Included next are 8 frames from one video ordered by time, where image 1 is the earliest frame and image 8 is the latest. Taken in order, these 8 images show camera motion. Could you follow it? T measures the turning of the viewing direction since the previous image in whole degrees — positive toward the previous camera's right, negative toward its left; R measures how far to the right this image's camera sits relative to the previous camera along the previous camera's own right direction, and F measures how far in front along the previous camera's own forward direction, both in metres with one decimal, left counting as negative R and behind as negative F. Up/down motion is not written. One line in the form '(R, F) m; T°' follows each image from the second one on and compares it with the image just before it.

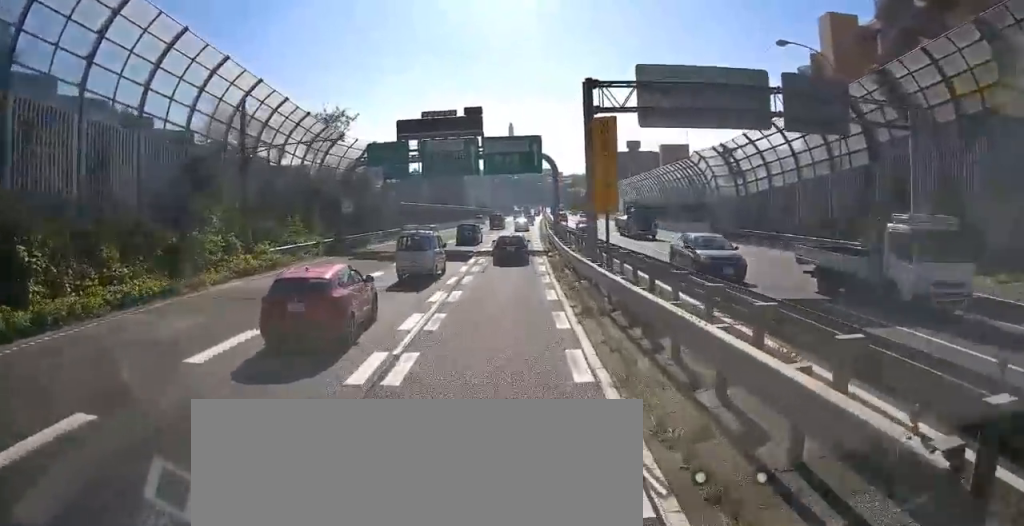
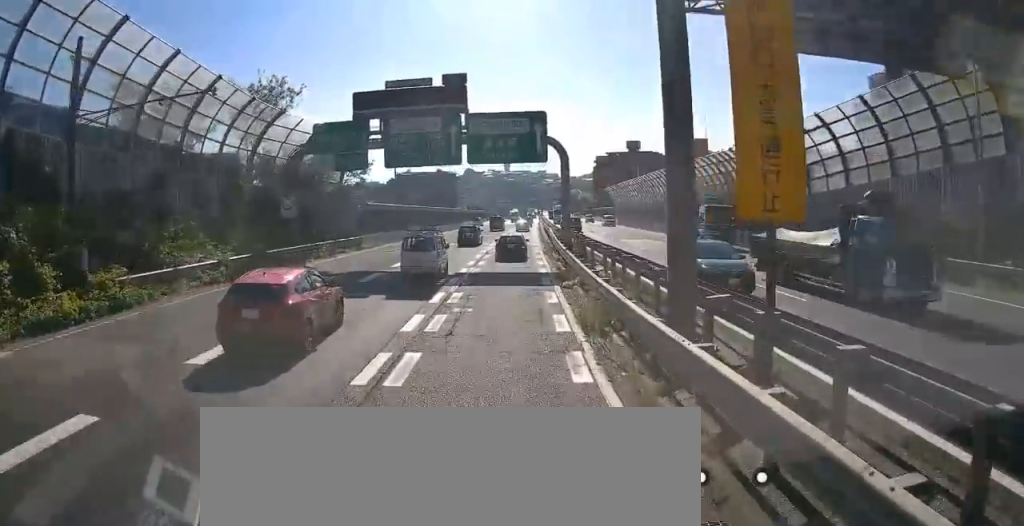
(0.0, +11.9) m; 0°
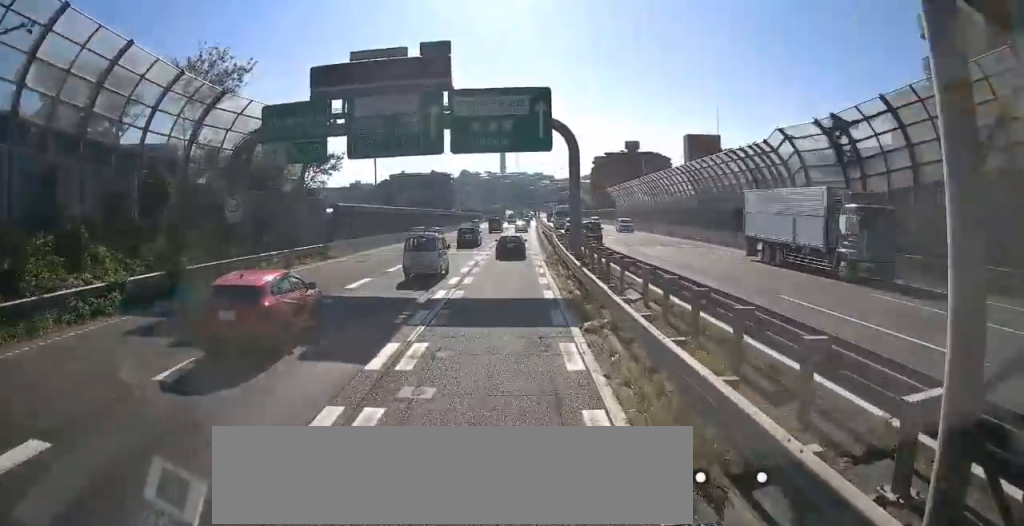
(0.0, +7.0) m; 0°
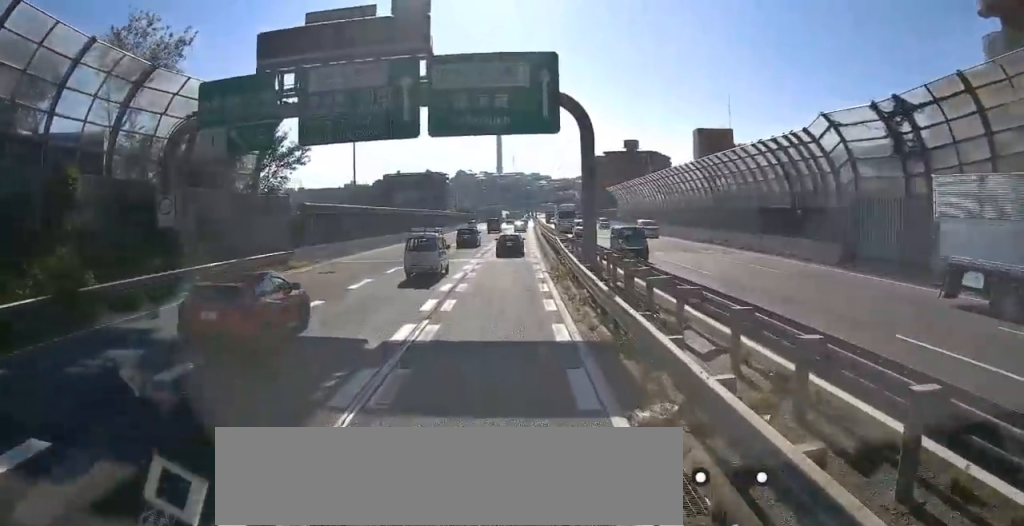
(0.0, +6.0) m; 0°
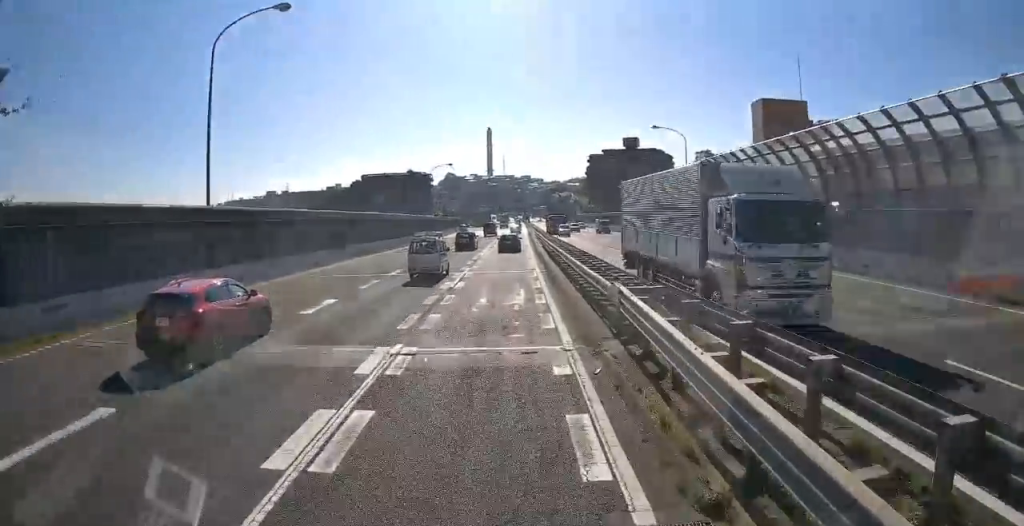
(-0.2, +22.0) m; -1°
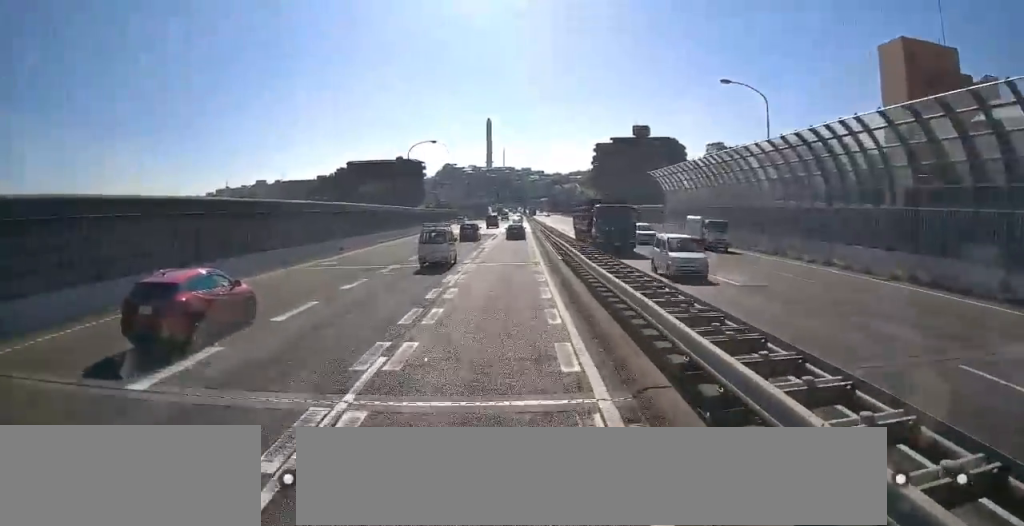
(+0.3, +20.4) m; +2°
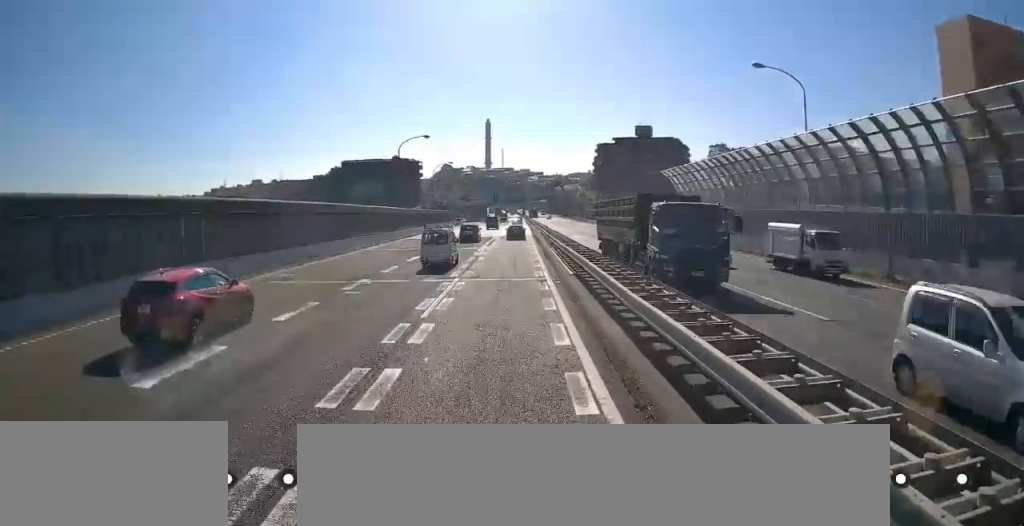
(0.0, +6.0) m; 0°
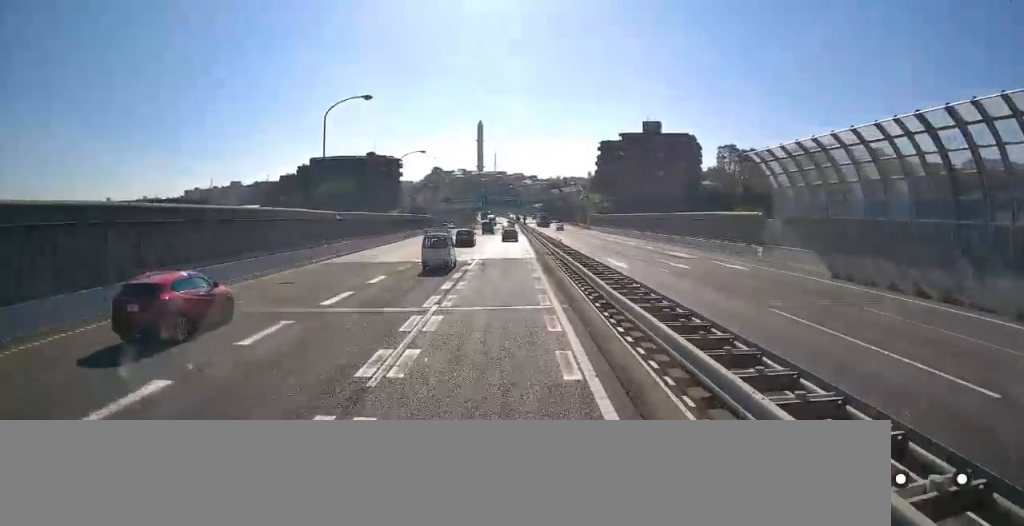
(-0.2, +26.7) m; -1°
